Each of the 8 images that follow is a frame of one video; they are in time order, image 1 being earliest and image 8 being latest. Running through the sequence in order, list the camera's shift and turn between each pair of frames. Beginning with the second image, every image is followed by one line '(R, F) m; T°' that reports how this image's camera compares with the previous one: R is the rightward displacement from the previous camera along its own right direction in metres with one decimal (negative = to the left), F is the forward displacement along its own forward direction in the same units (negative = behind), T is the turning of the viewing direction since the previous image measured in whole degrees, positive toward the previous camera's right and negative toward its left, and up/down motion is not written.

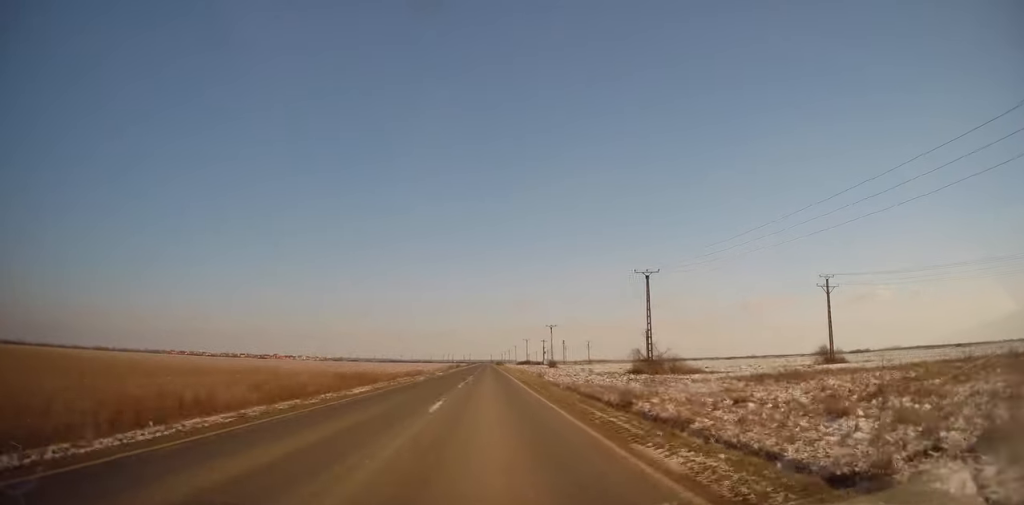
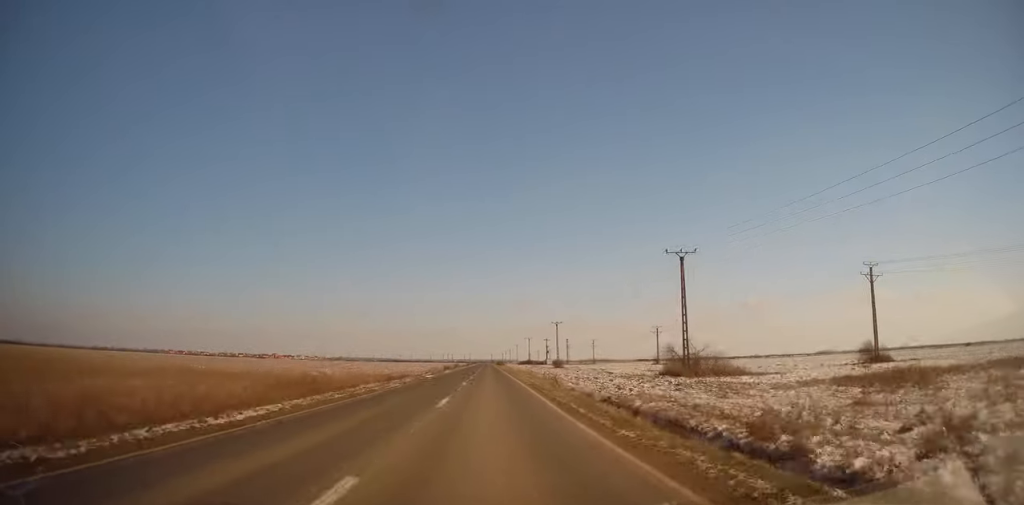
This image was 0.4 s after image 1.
(0.0, +10.2) m; 0°
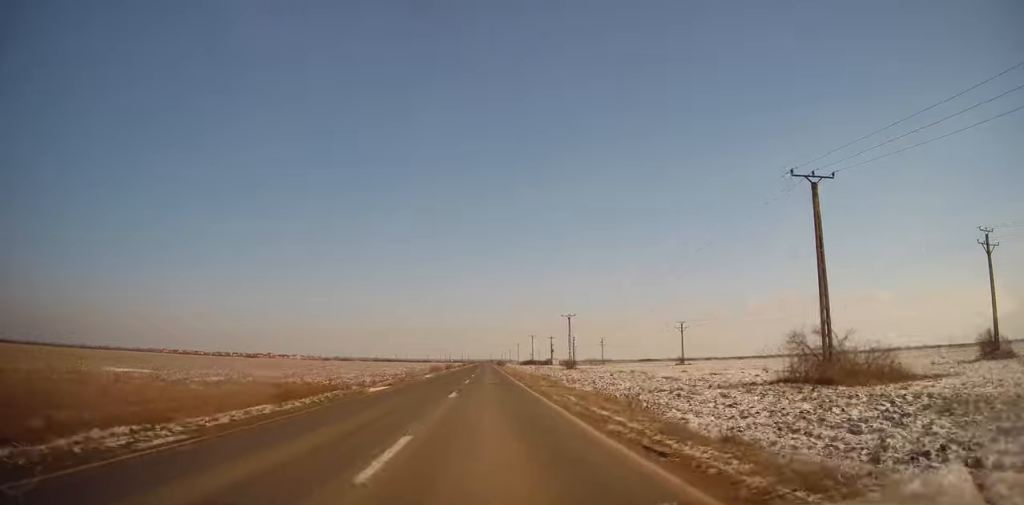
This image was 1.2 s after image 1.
(0.0, +20.5) m; -1°
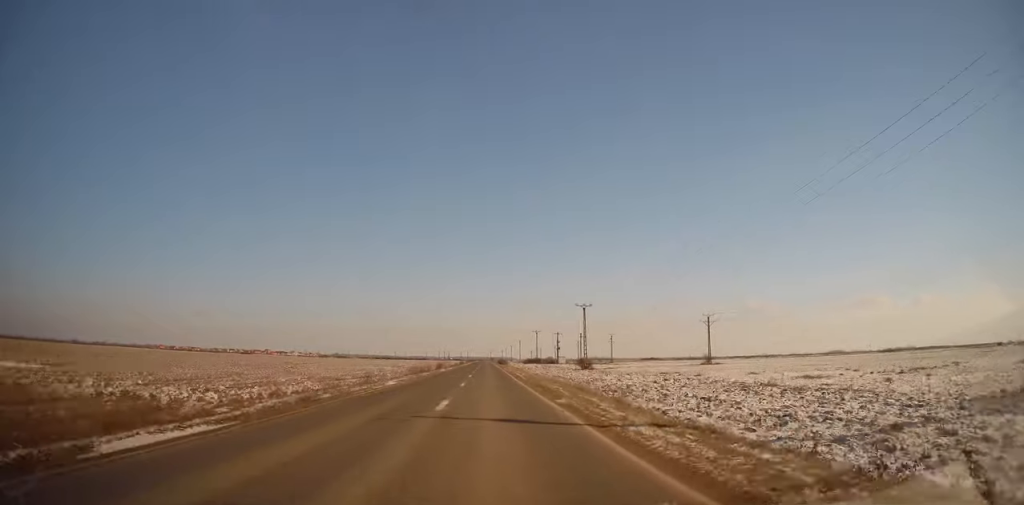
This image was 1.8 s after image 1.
(+0.1, +16.3) m; -1°
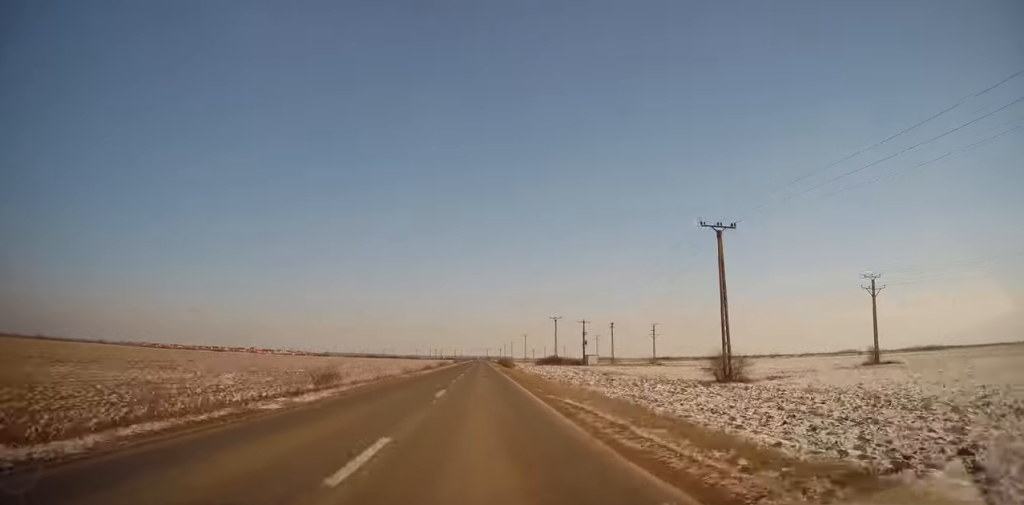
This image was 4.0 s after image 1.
(+1.2, +55.4) m; +2°
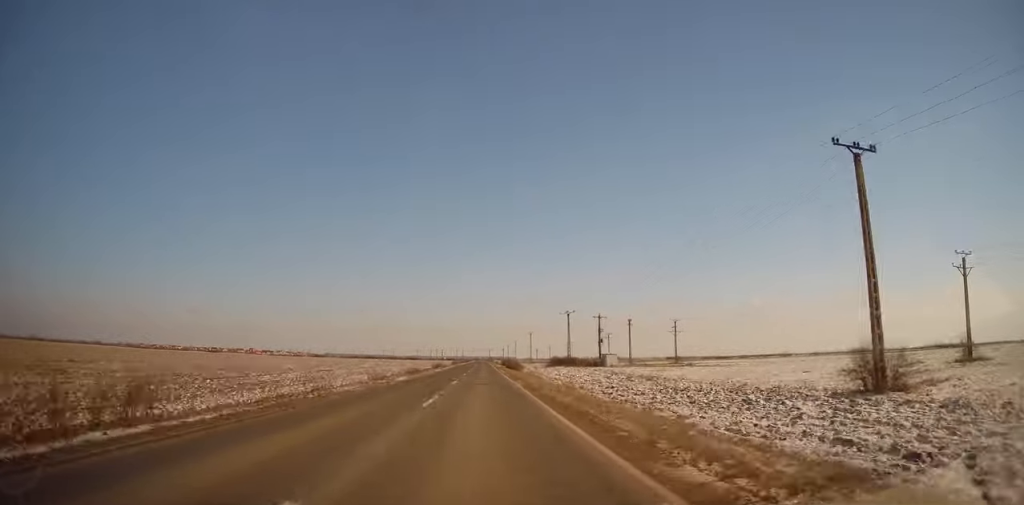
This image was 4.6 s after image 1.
(-0.2, +15.7) m; -2°
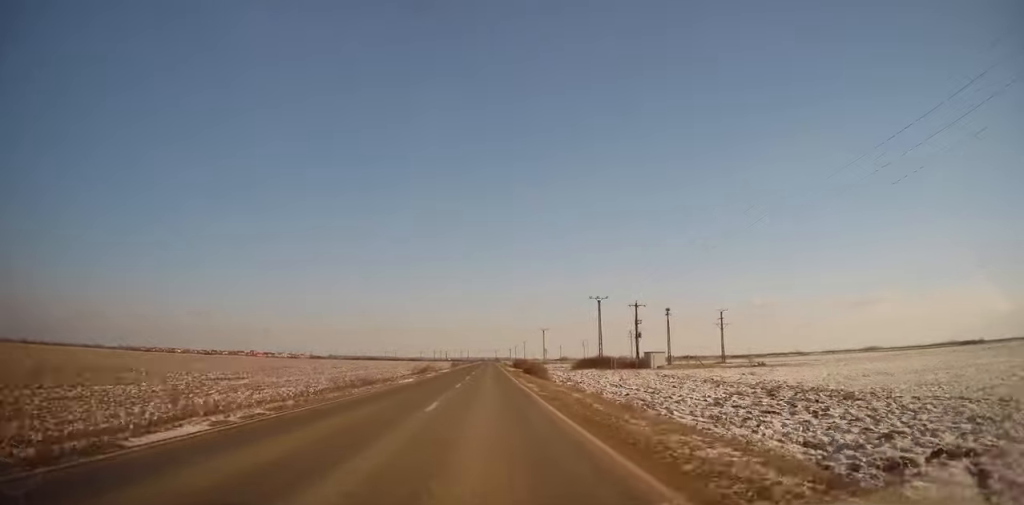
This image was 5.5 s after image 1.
(-0.5, +24.5) m; 0°
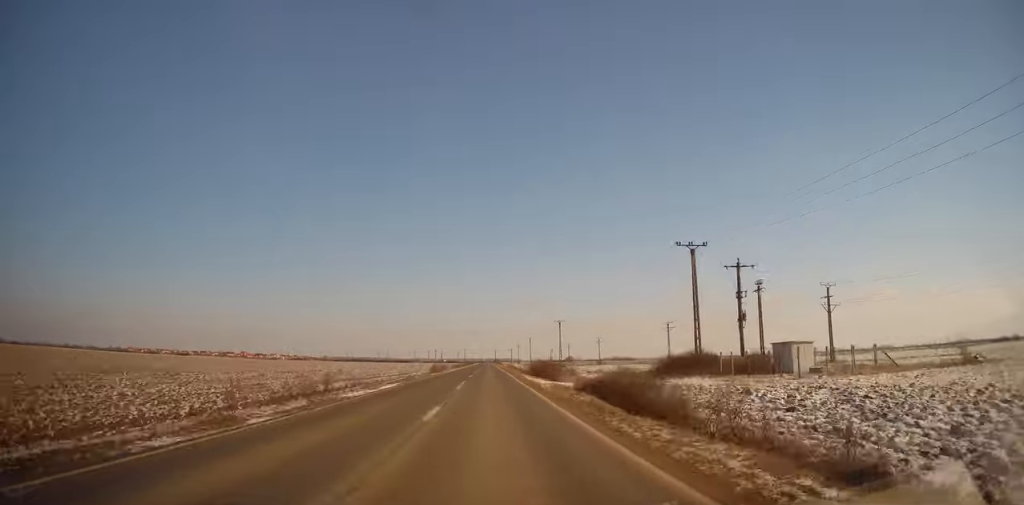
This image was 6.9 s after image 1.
(+0.6, +37.8) m; +1°
